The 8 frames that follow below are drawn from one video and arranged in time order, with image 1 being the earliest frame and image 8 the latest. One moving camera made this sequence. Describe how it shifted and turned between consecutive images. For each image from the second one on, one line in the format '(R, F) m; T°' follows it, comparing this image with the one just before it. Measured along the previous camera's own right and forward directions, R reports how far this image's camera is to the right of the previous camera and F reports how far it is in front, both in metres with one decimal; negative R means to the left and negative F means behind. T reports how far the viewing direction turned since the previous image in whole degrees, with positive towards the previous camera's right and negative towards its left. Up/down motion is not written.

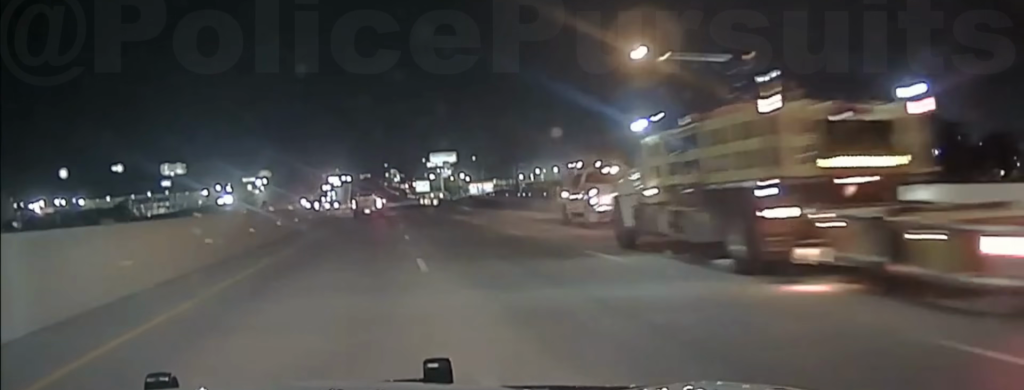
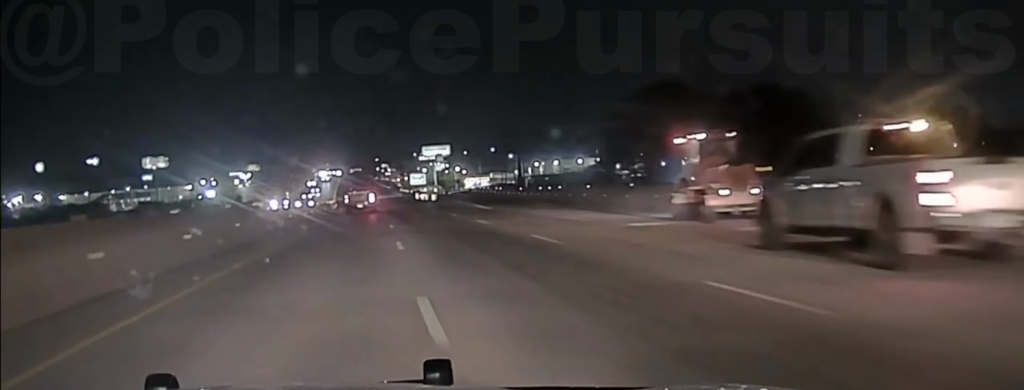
(+0.3, +19.9) m; +1°
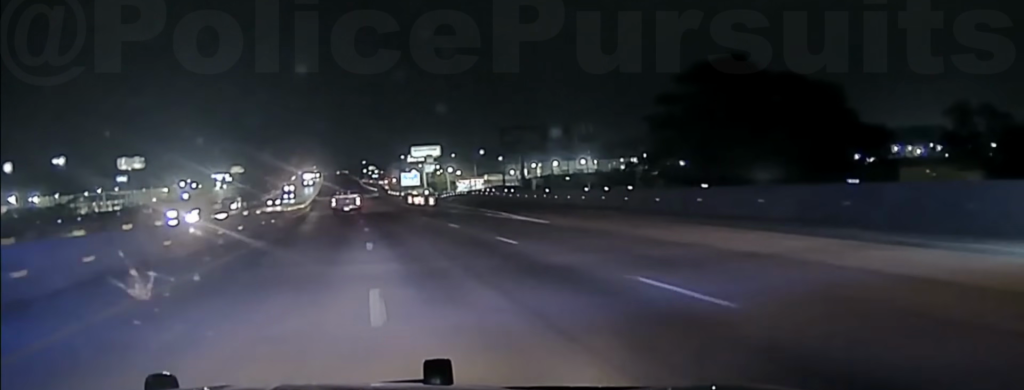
(+0.3, +23.2) m; +1°
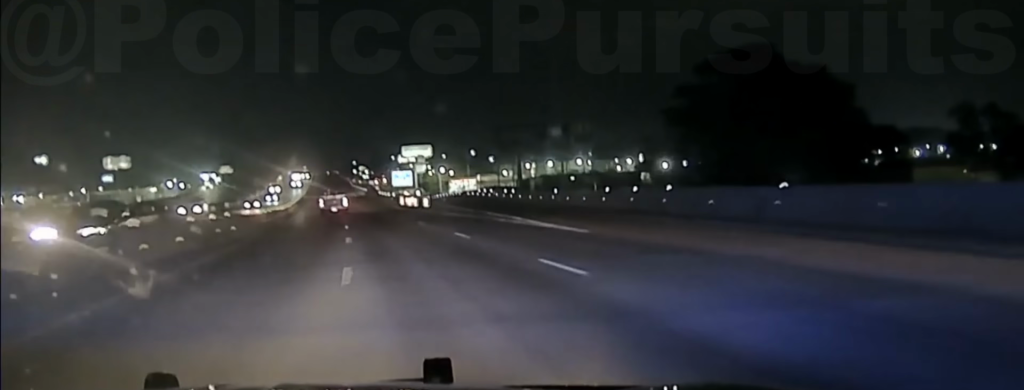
(0.0, +7.8) m; +1°
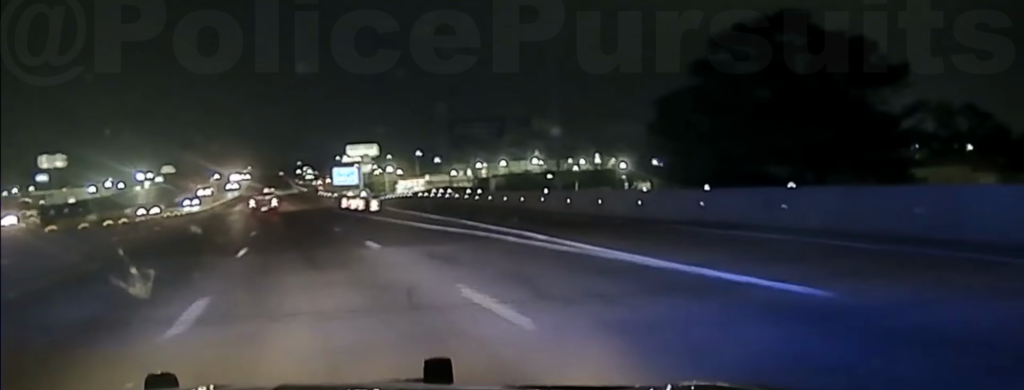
(+0.2, +16.0) m; +2°
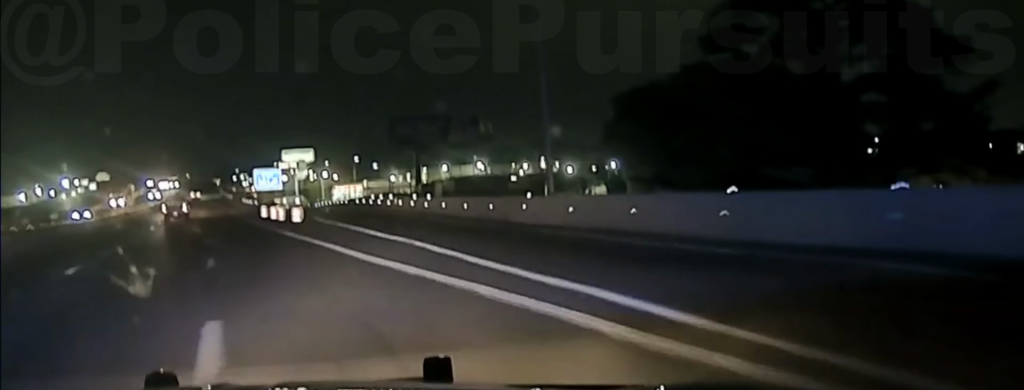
(+0.4, +15.6) m; +3°
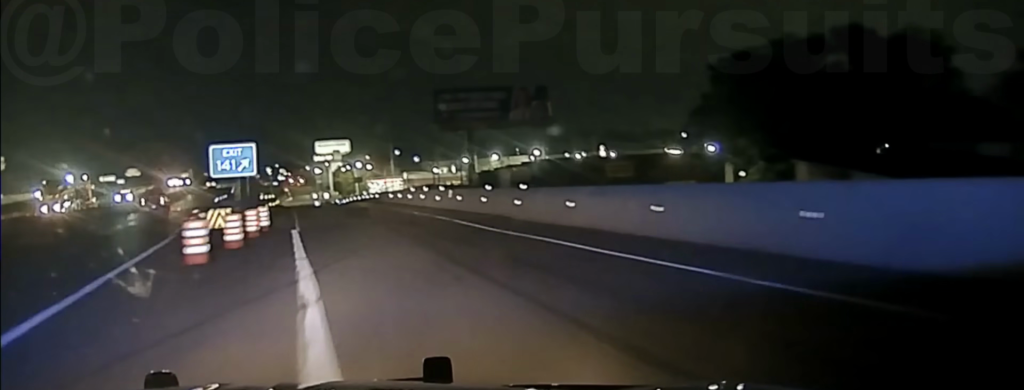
(+1.1, +33.0) m; 0°
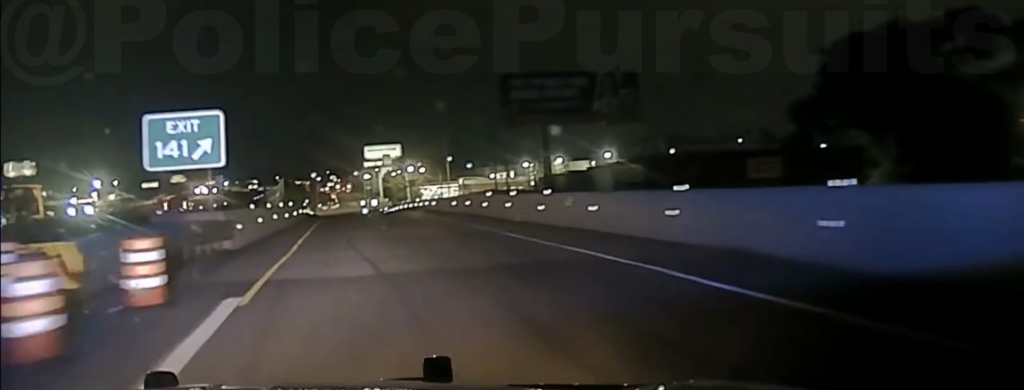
(-0.8, +21.2) m; -3°
